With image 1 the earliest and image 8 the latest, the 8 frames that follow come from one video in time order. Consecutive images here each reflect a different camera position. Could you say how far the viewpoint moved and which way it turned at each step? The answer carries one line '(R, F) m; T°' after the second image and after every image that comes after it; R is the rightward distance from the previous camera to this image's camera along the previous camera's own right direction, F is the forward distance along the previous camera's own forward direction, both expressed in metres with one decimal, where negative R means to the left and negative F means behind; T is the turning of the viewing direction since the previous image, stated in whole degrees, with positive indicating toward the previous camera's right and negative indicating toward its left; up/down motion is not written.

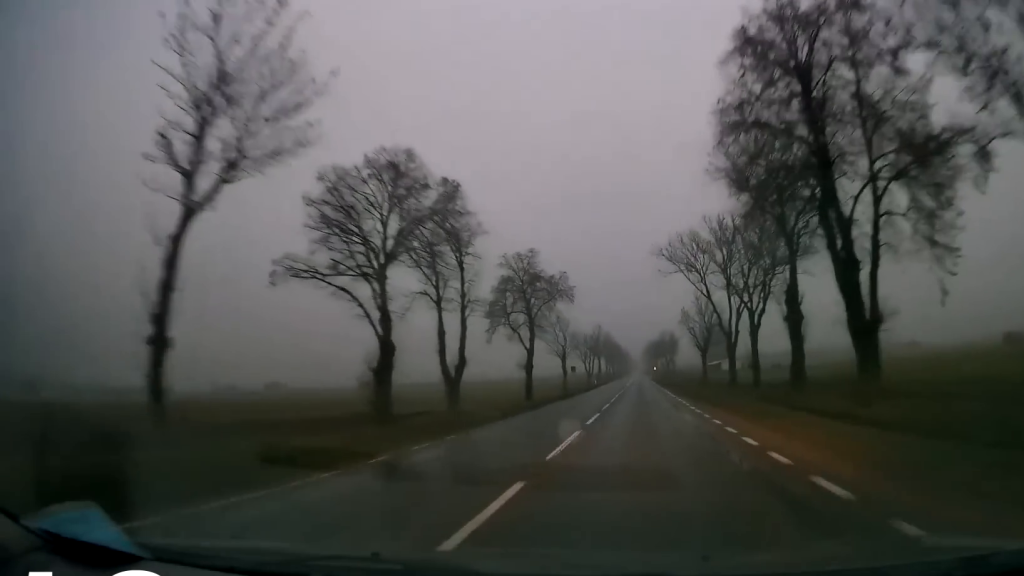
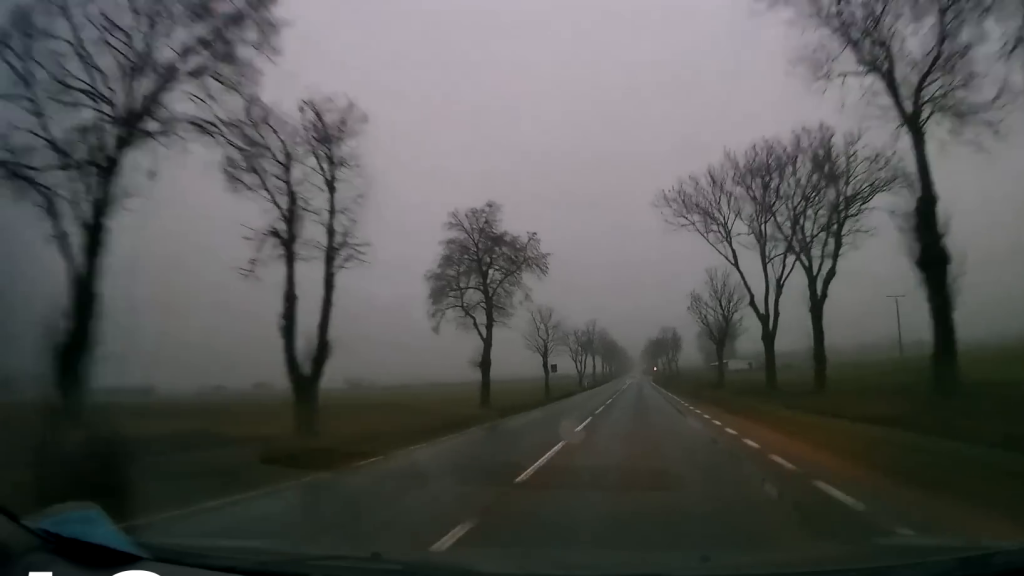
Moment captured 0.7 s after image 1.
(0.0, +14.4) m; 0°
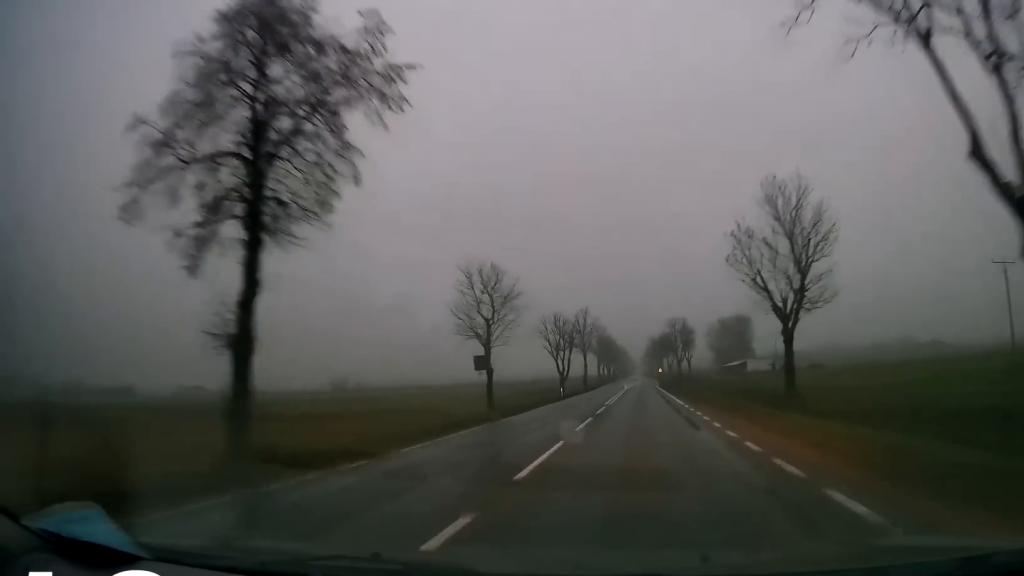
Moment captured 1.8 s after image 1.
(0.0, +25.7) m; 0°
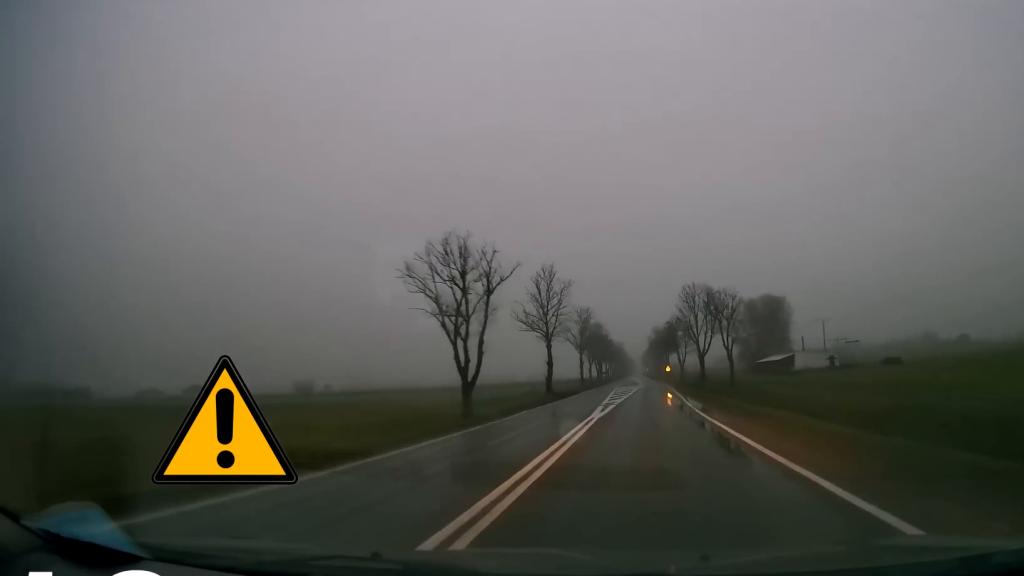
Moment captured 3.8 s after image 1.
(-0.1, +44.9) m; 0°
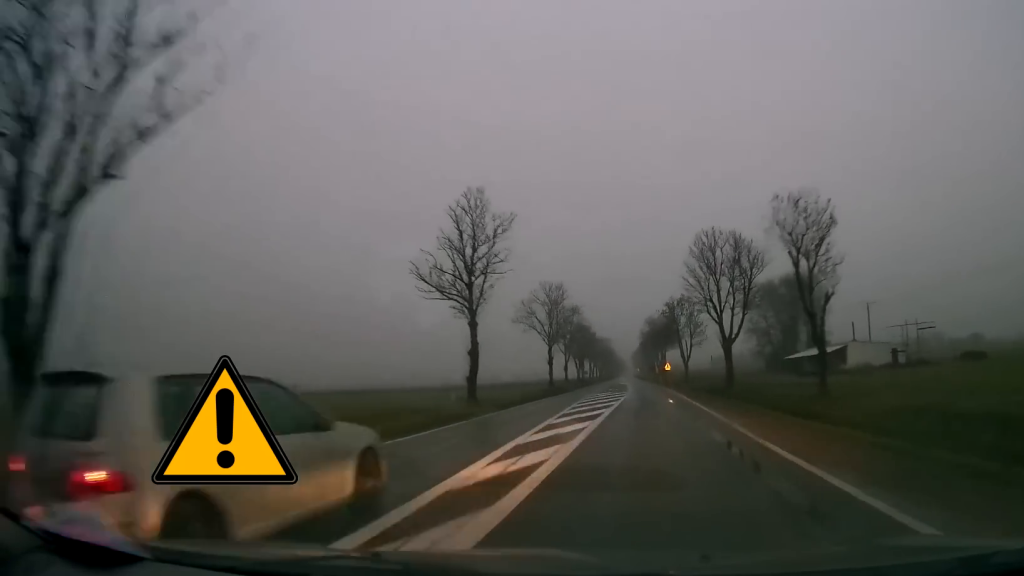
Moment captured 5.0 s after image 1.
(+0.1, +27.3) m; 0°
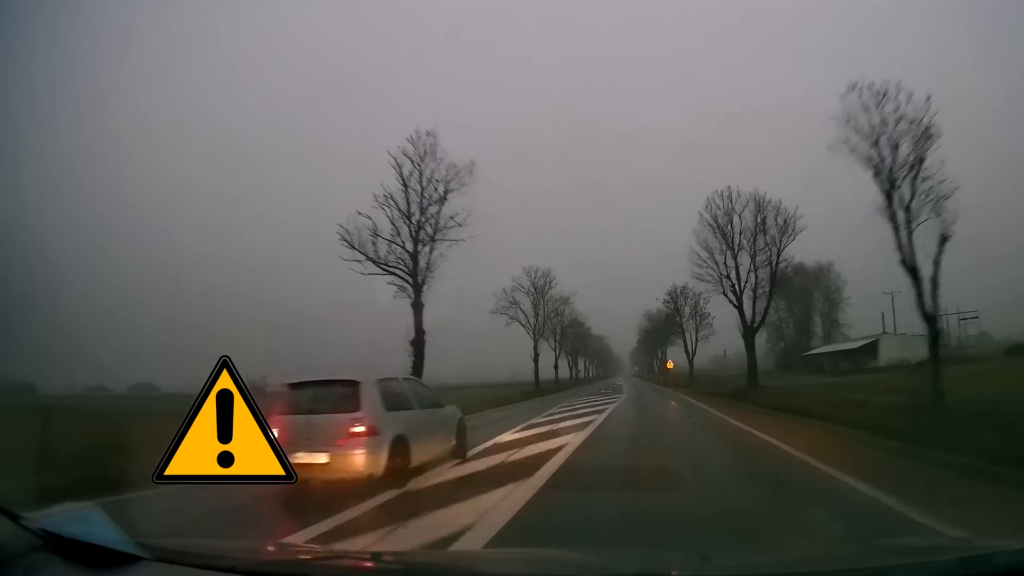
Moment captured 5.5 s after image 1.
(0.0, +9.3) m; 0°
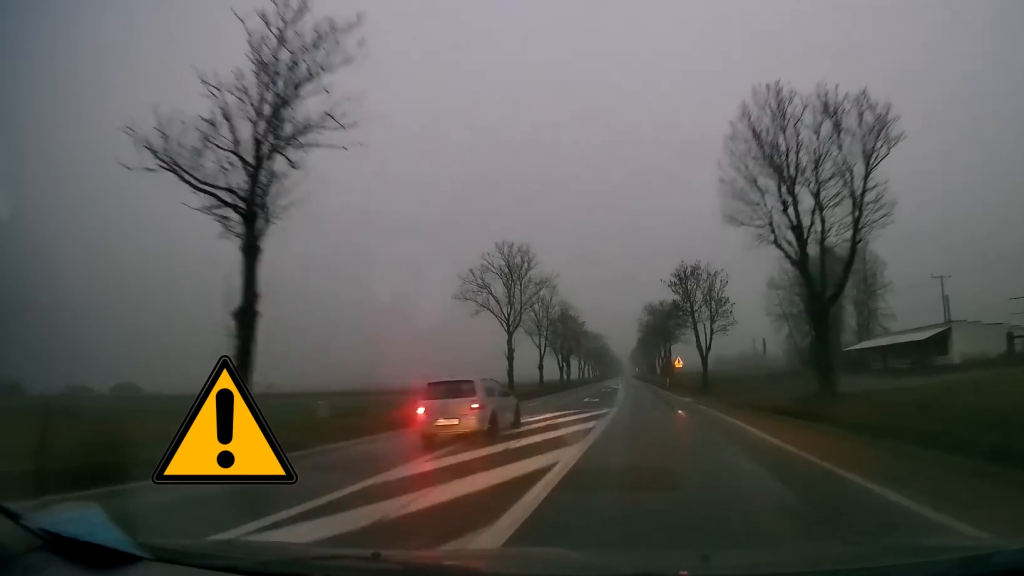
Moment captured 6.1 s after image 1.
(+0.1, +13.5) m; 0°
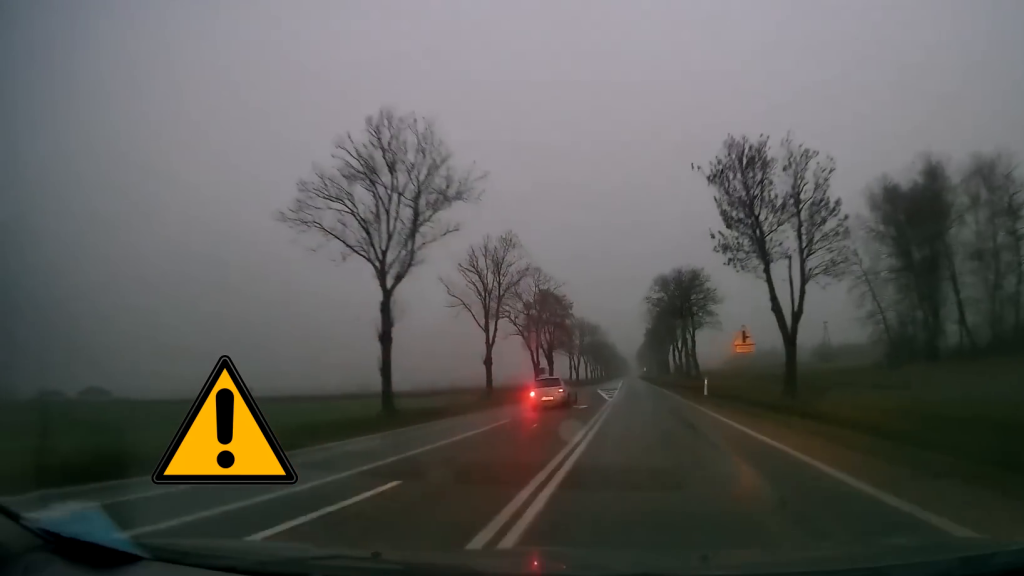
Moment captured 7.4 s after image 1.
(+0.1, +26.7) m; 0°
